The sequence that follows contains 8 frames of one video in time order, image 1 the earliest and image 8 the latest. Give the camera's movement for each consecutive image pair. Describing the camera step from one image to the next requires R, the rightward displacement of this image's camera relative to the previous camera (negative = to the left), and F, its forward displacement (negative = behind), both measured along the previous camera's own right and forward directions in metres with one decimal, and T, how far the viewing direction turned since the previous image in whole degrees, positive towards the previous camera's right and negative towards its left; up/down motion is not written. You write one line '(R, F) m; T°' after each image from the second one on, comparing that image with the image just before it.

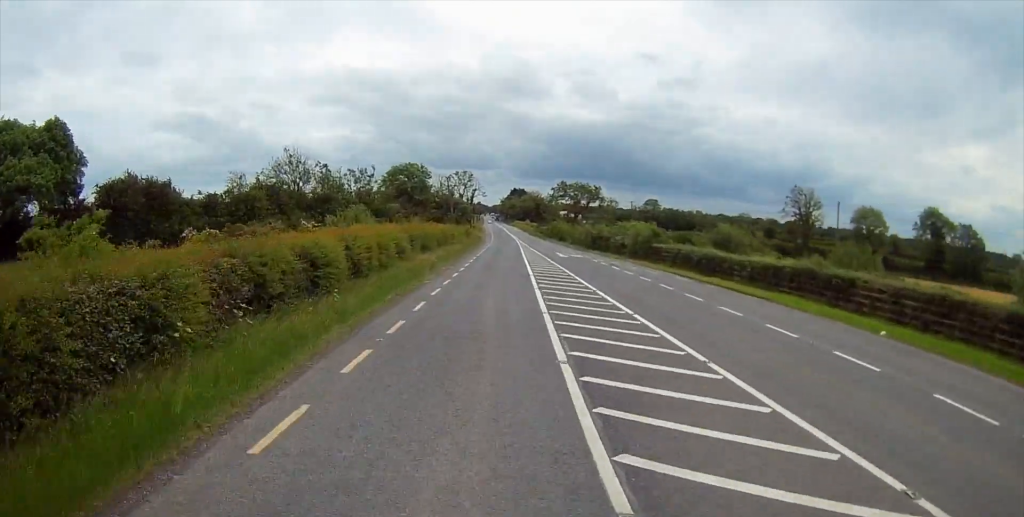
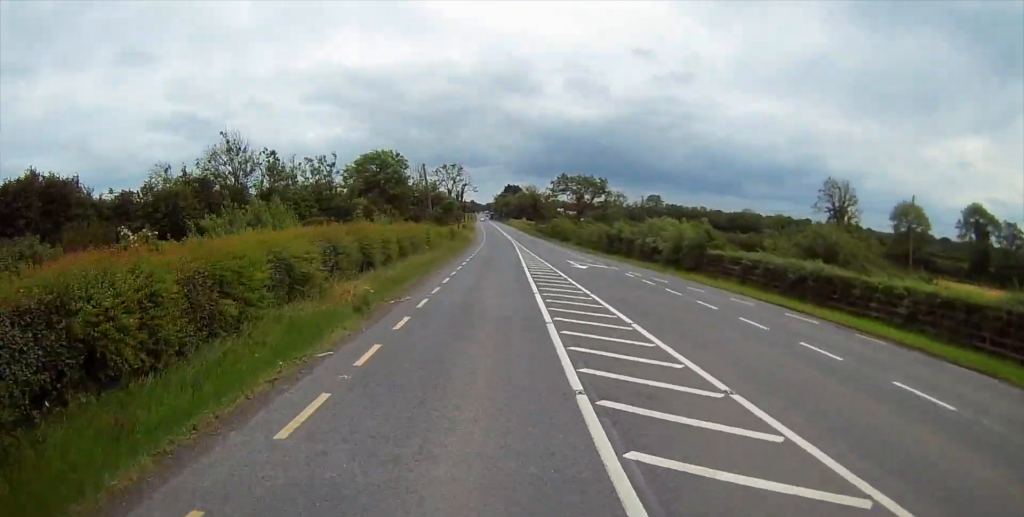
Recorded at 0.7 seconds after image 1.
(0.0, +15.2) m; 0°
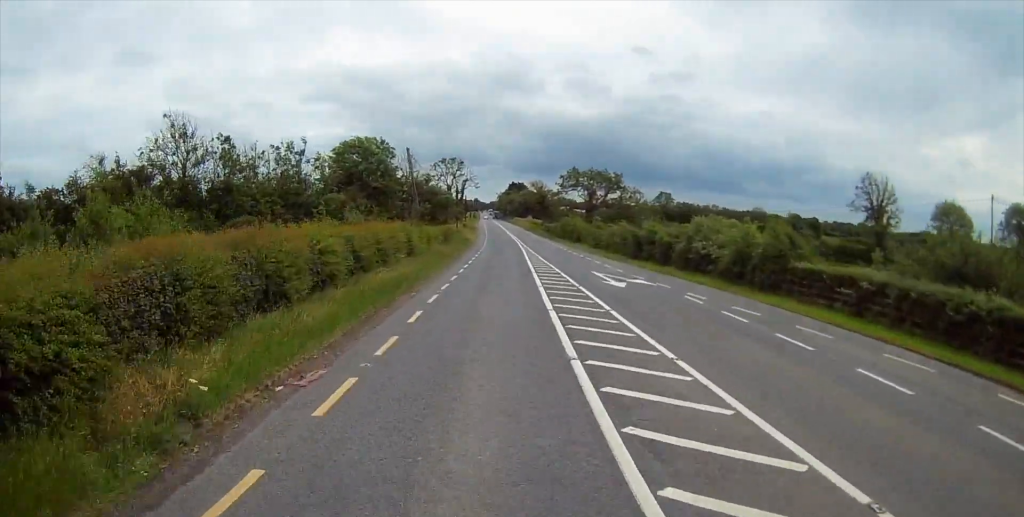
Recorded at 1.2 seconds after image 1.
(-0.1, +10.9) m; 0°
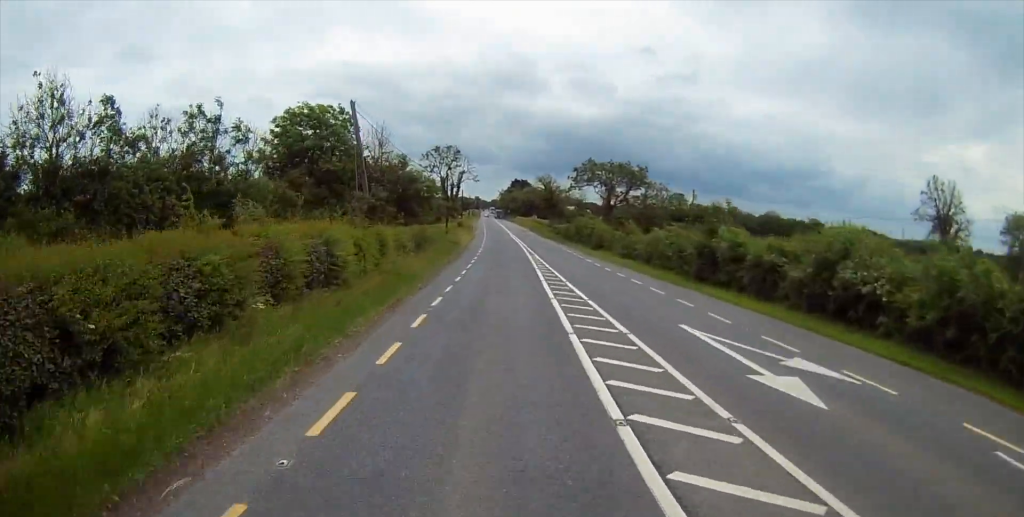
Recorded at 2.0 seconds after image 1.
(-0.1, +16.8) m; 0°
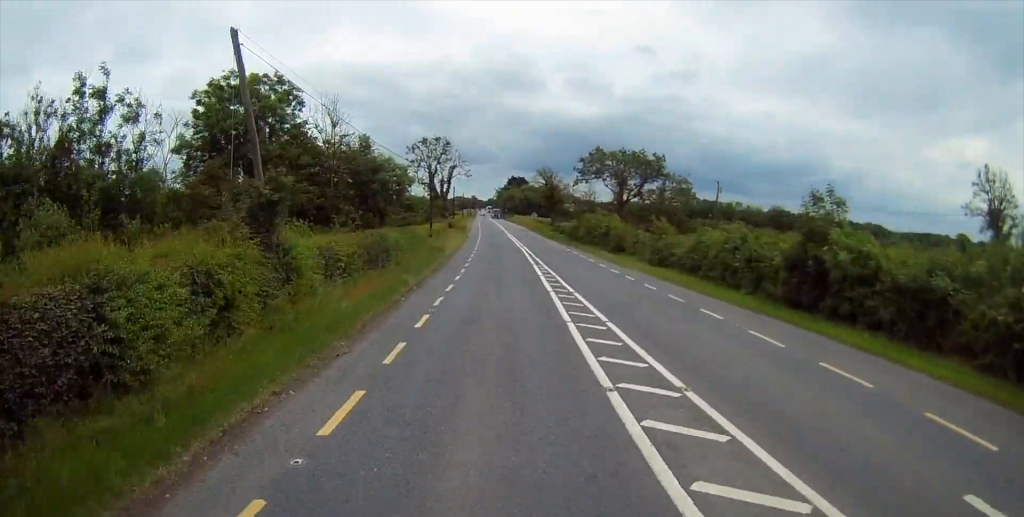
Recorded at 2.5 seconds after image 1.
(+0.1, +11.6) m; 0°
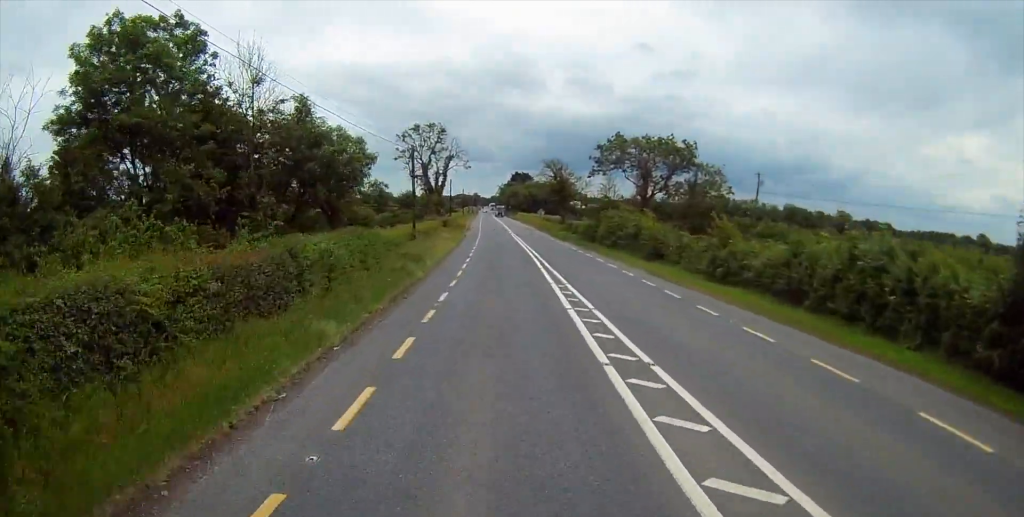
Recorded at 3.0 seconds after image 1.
(+0.1, +11.6) m; 0°
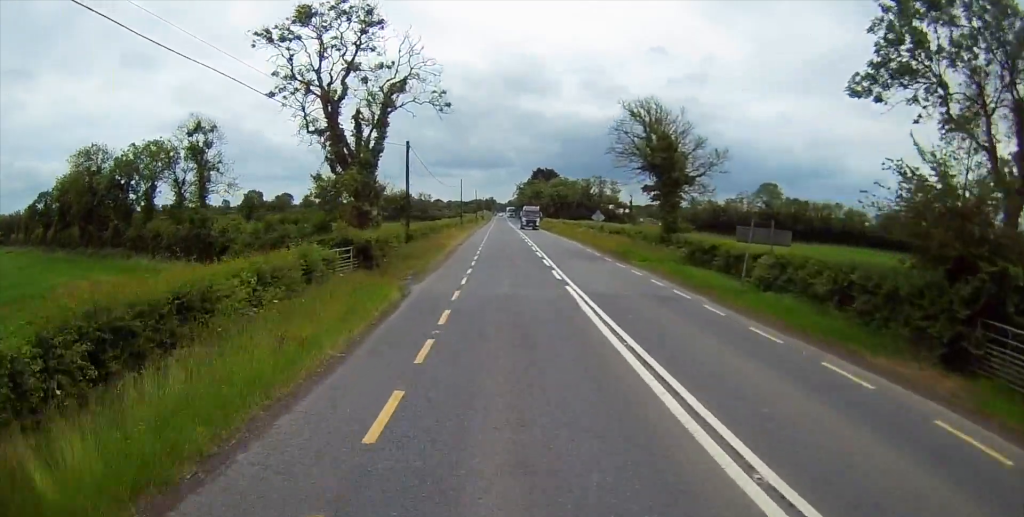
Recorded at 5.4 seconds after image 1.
(-1.2, +51.7) m; -1°
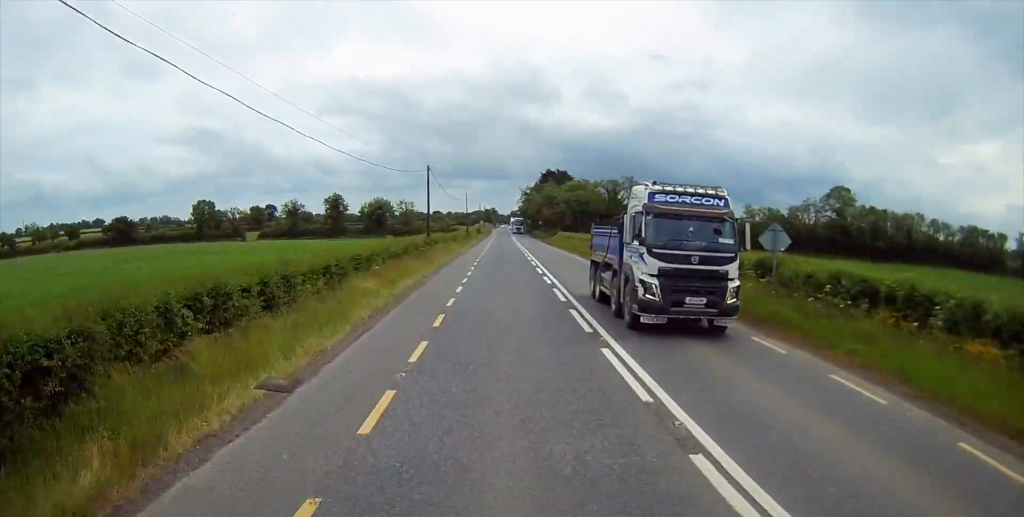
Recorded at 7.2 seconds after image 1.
(+0.1, +40.1) m; -1°
